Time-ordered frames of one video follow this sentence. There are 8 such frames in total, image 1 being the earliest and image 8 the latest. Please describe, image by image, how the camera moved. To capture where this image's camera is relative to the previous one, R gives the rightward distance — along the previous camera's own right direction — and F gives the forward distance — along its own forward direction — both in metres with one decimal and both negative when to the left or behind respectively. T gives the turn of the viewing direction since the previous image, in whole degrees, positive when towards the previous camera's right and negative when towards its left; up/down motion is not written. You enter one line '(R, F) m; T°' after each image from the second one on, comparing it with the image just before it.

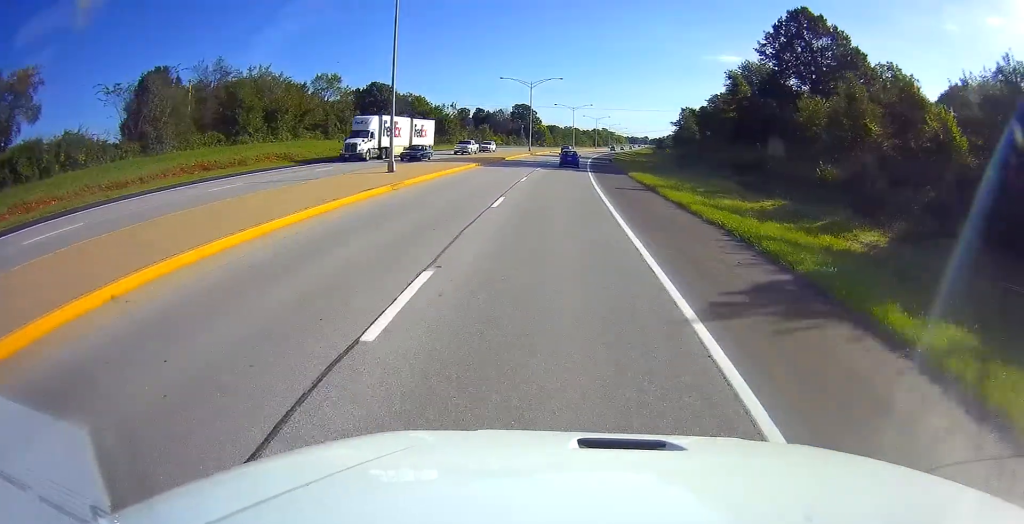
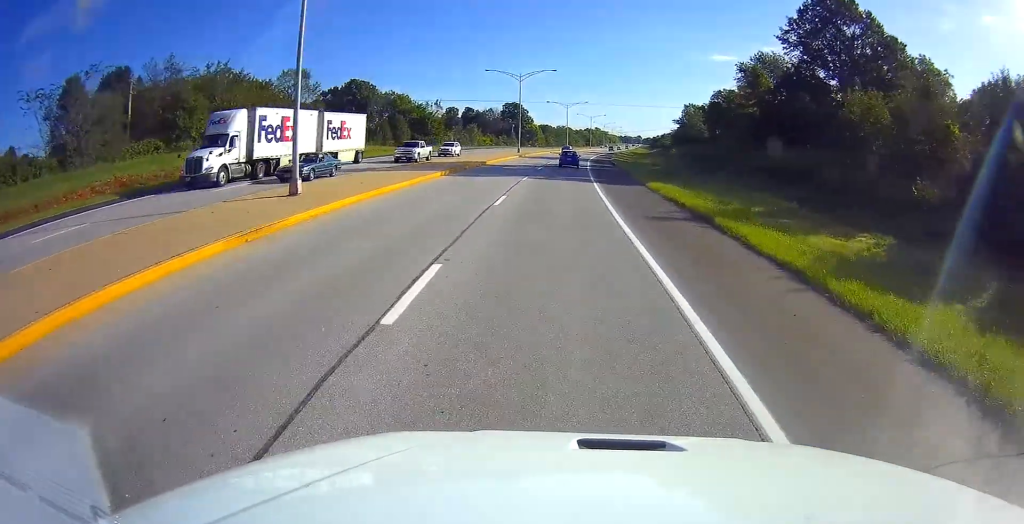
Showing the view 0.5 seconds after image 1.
(+0.3, +11.4) m; 0°
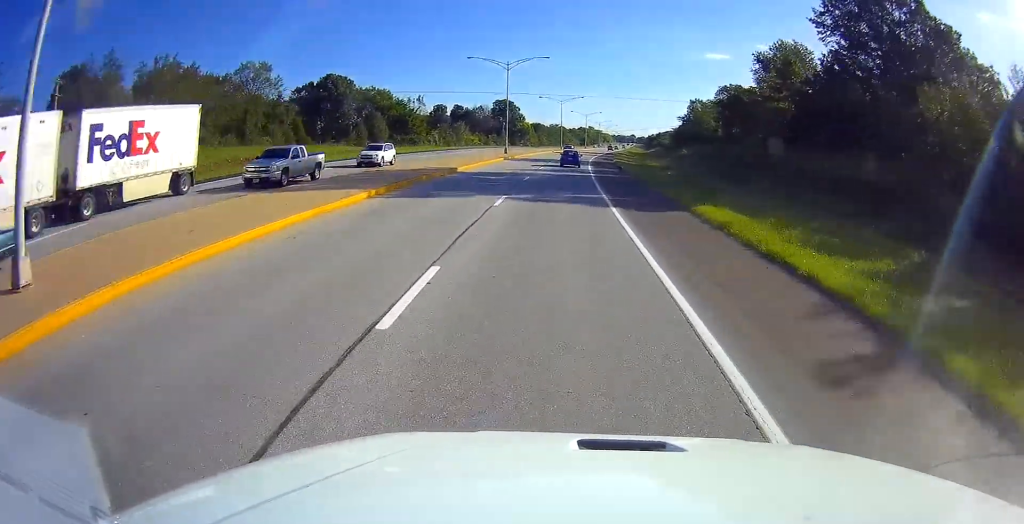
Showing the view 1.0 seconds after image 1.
(-0.1, +12.1) m; +1°
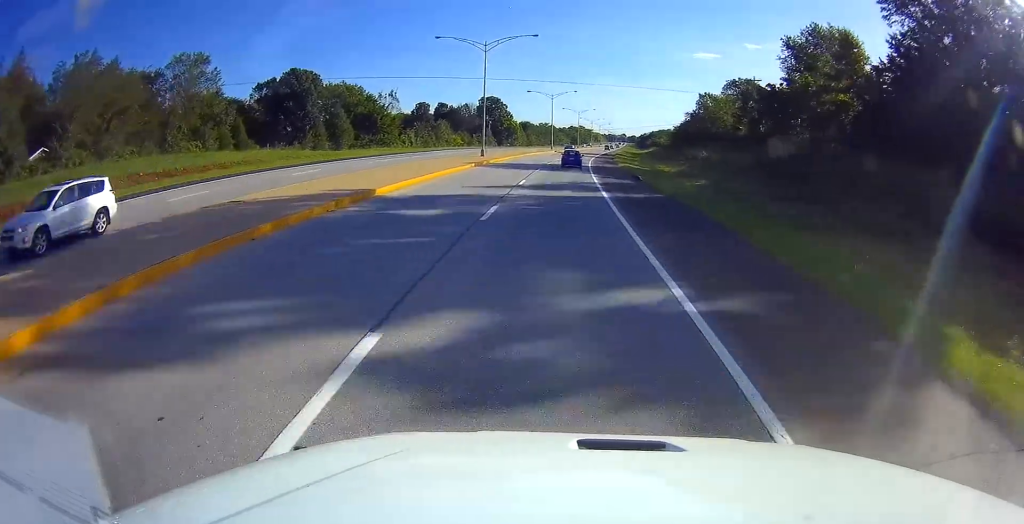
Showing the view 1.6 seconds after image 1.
(-0.5, +15.3) m; +1°
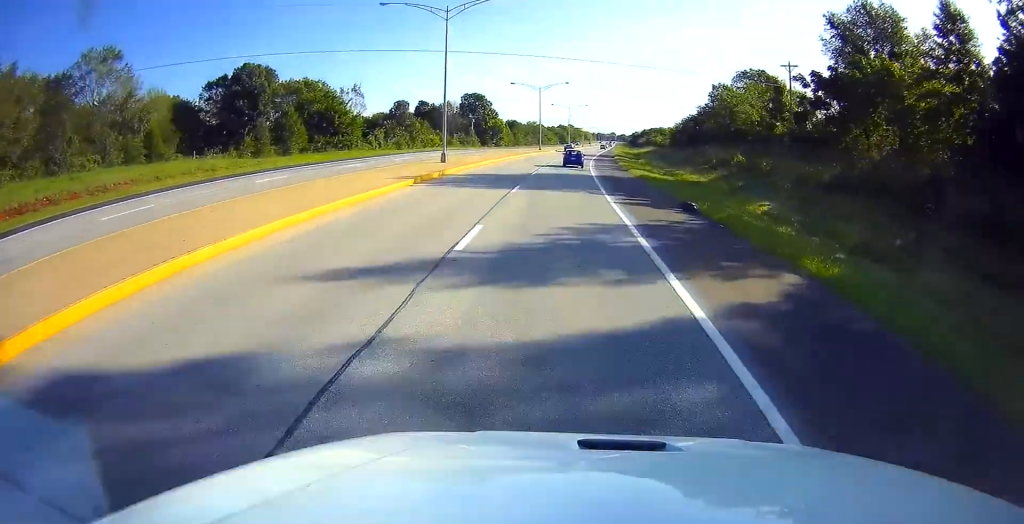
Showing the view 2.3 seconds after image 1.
(+0.9, +16.1) m; +1°
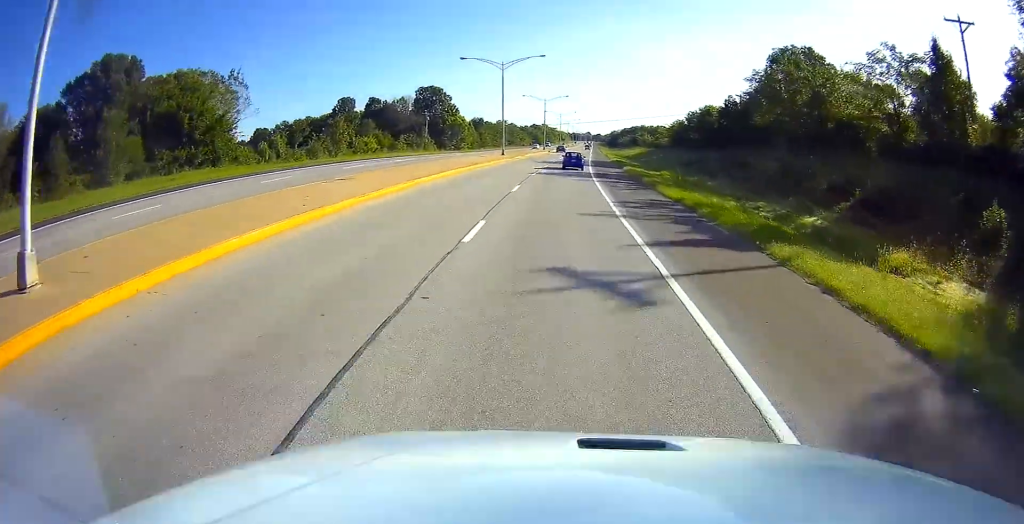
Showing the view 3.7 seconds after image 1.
(+0.3, +34.6) m; +2°
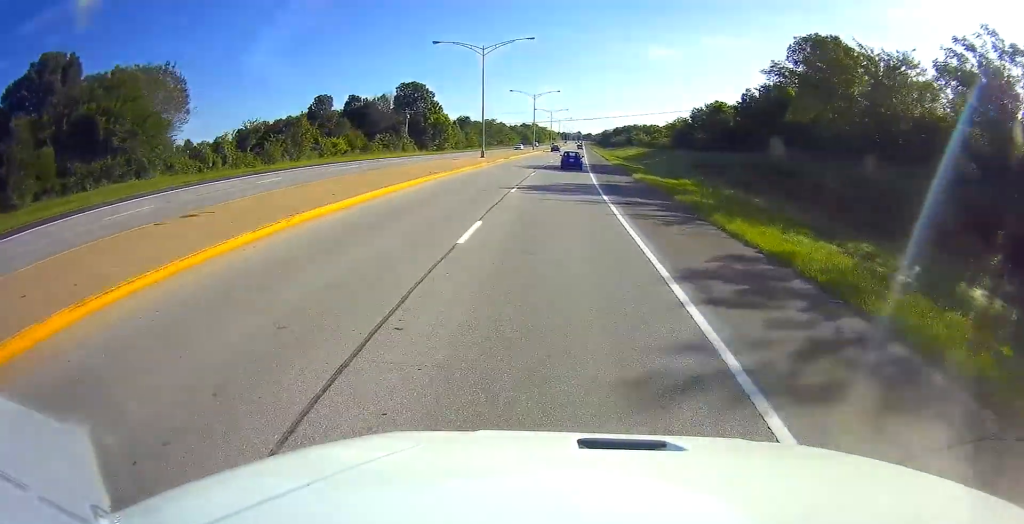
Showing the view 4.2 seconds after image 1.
(+0.3, +12.1) m; +2°
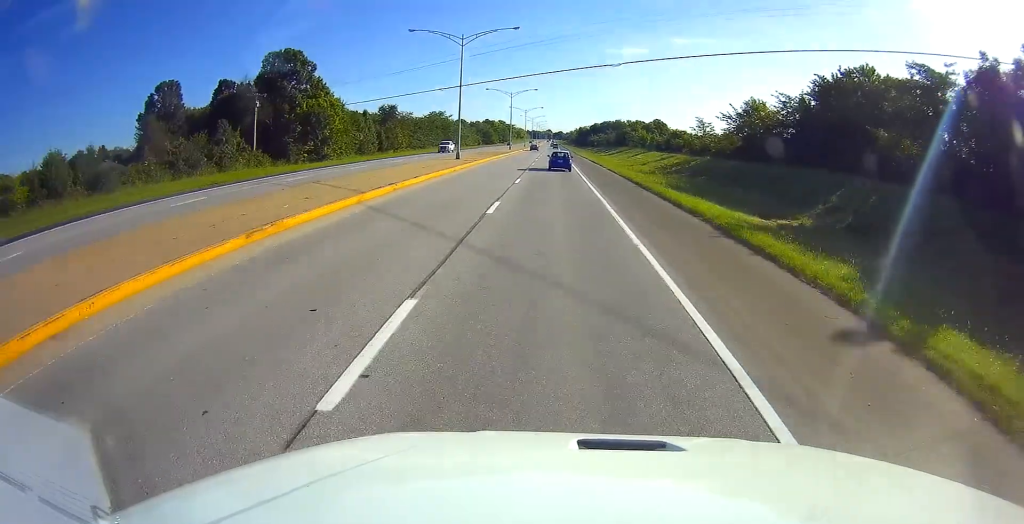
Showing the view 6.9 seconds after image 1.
(+2.1, +66.8) m; +3°
